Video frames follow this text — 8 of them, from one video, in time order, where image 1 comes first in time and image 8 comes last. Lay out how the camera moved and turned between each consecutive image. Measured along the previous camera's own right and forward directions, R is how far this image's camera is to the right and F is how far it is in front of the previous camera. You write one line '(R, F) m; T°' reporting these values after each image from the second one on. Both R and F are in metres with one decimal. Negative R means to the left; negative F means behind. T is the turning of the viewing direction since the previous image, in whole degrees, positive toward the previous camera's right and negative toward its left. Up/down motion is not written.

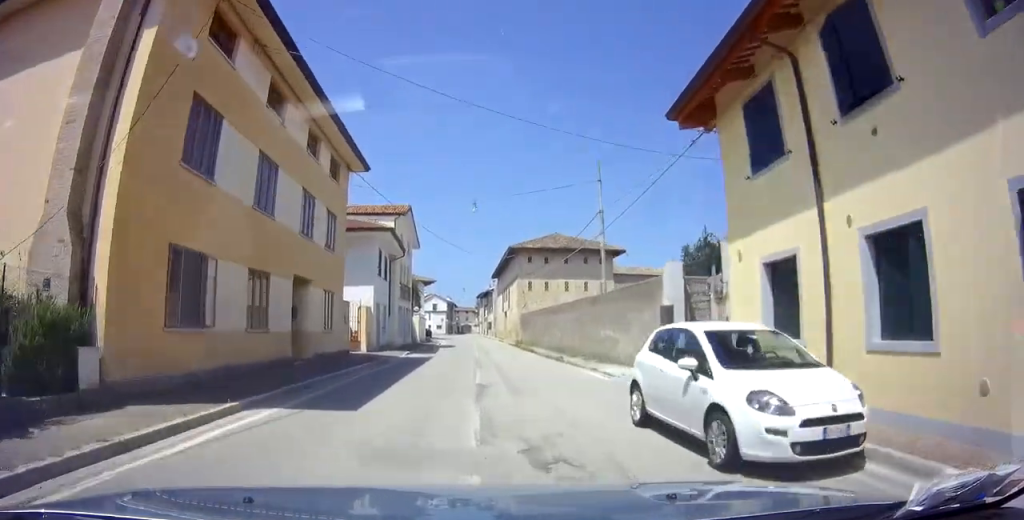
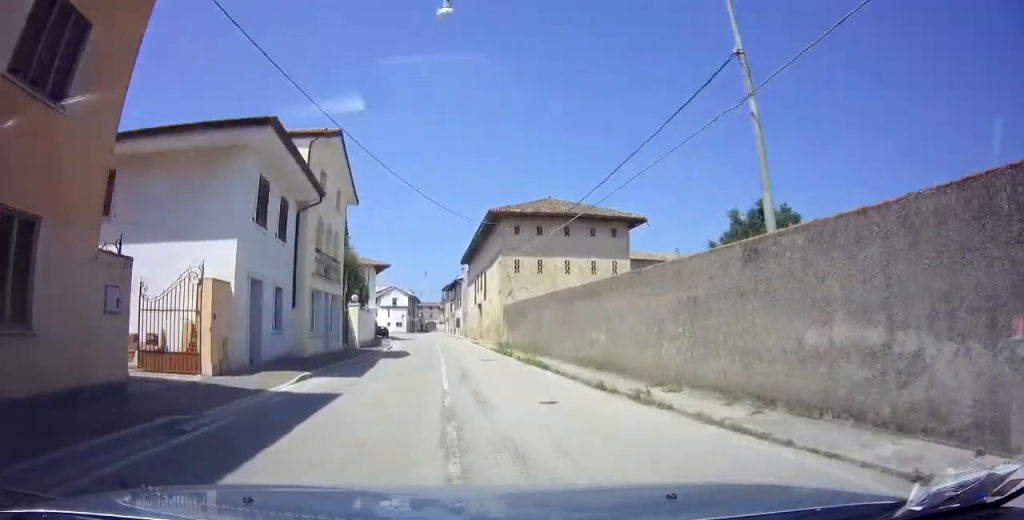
(-0.3, +14.5) m; -1°
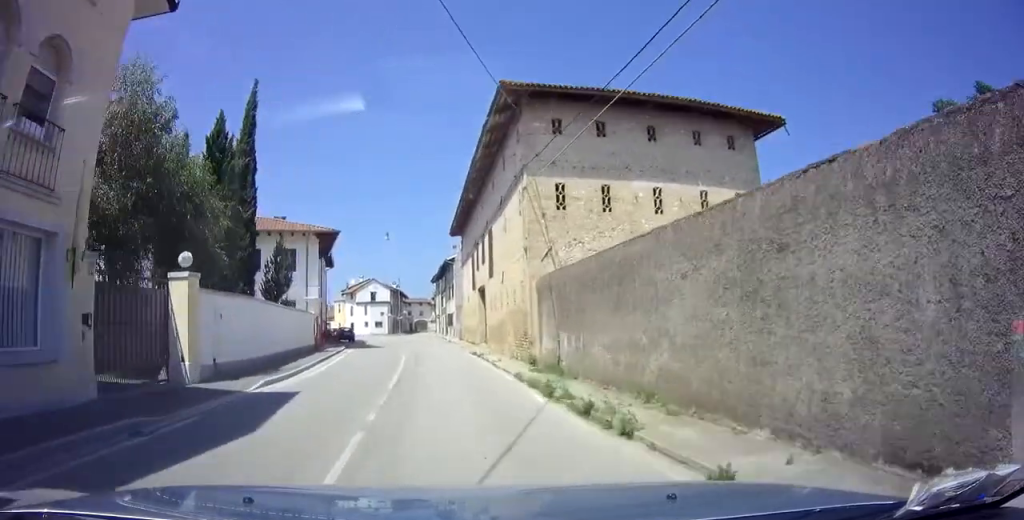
(+1.0, +18.7) m; +5°
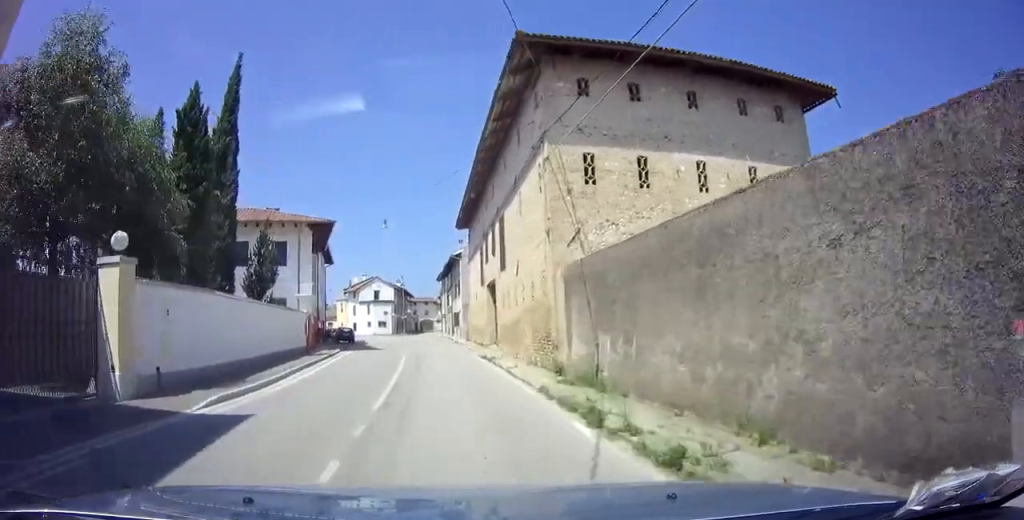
(0.0, +3.3) m; 0°
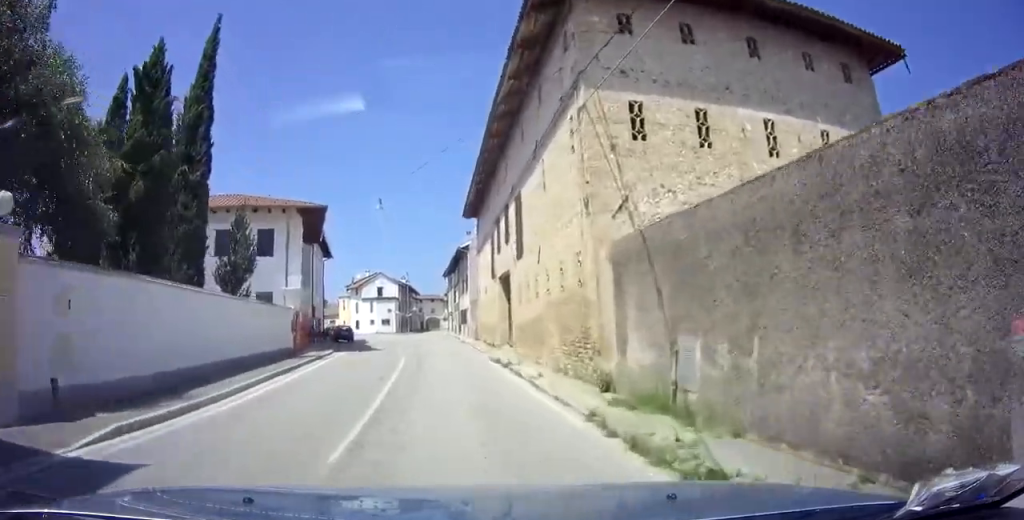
(0.0, +3.5) m; -1°
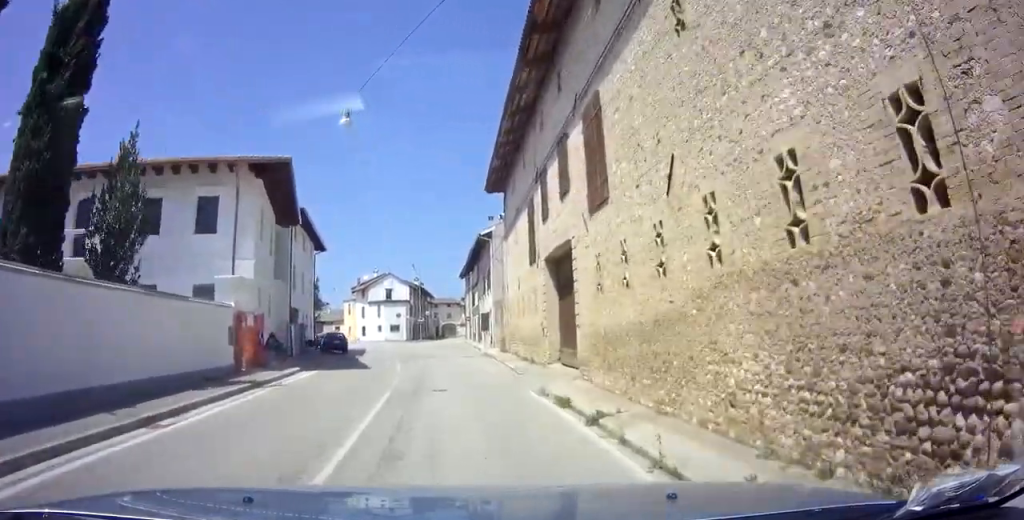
(-0.2, +9.2) m; -3°
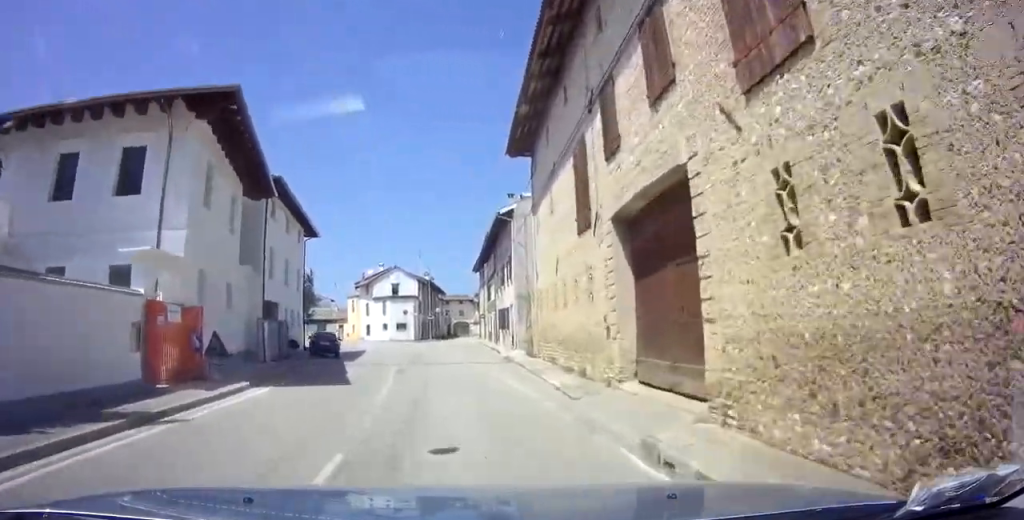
(-0.1, +6.0) m; -1°
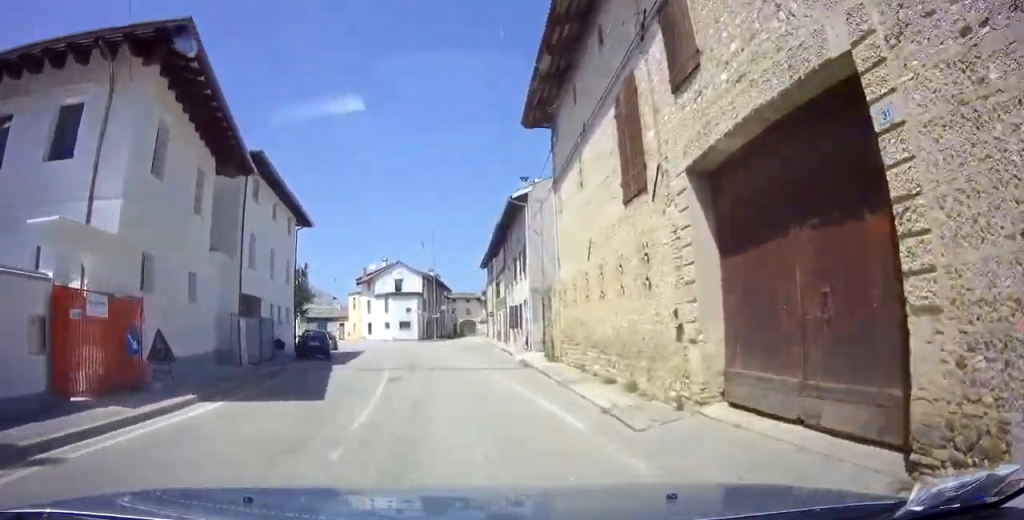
(0.0, +3.0) m; 0°
